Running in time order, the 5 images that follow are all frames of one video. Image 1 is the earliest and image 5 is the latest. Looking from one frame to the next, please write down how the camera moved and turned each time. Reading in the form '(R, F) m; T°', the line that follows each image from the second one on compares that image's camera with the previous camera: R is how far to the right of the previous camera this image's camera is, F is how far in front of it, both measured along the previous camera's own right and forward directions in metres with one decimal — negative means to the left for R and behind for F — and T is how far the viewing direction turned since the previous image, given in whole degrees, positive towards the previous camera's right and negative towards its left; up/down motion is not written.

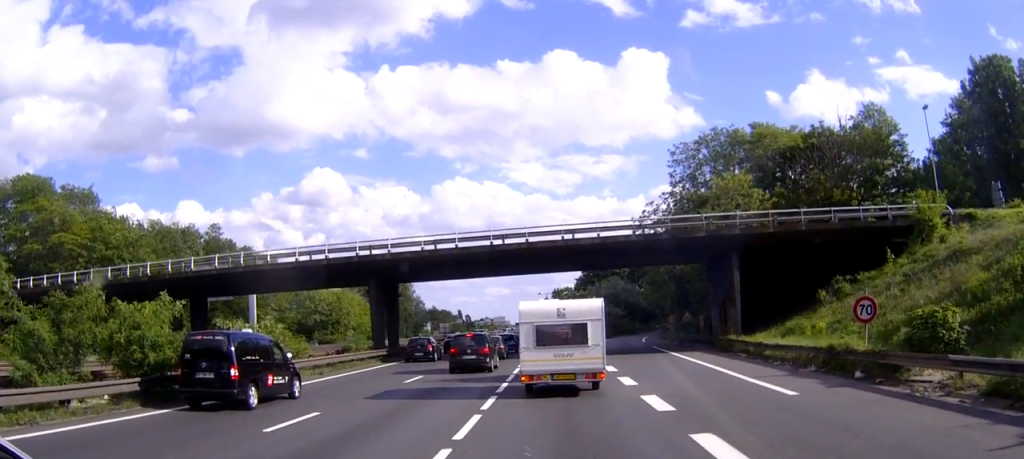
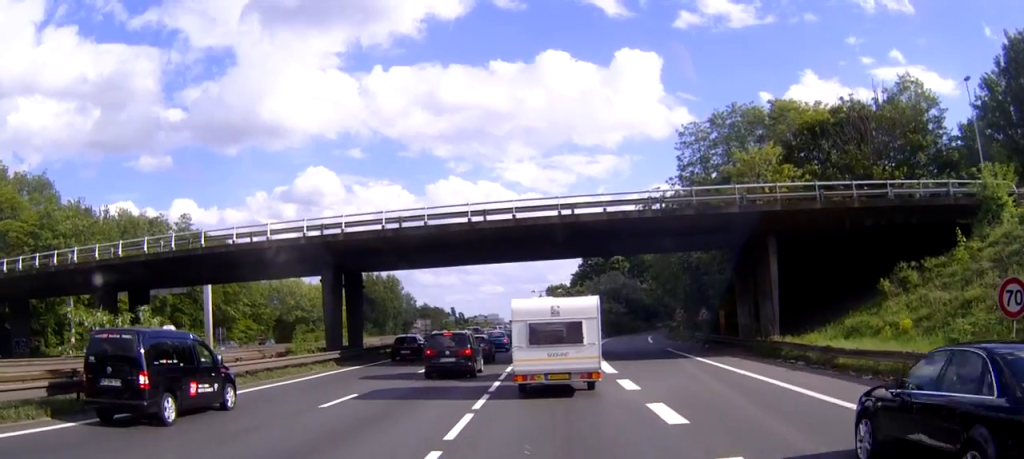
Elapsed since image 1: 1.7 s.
(-0.1, +8.2) m; -1°
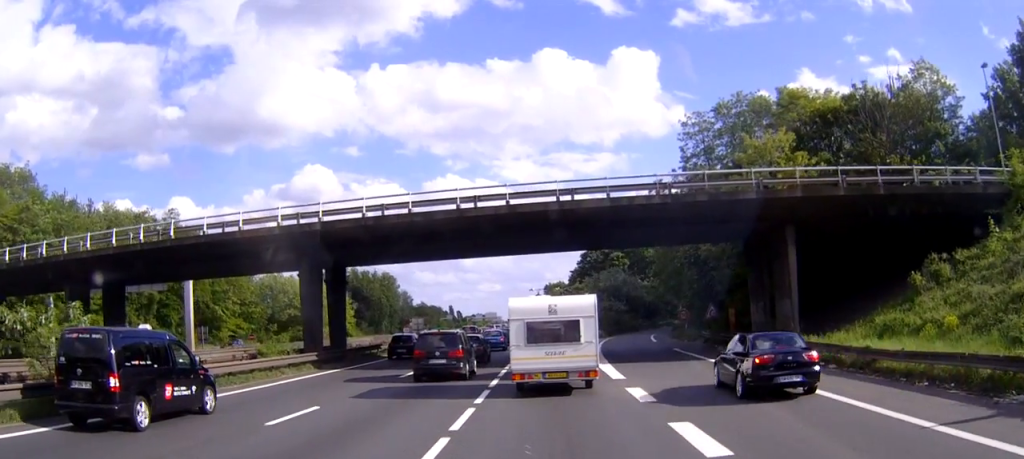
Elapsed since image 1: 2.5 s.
(0.0, +3.0) m; +1°
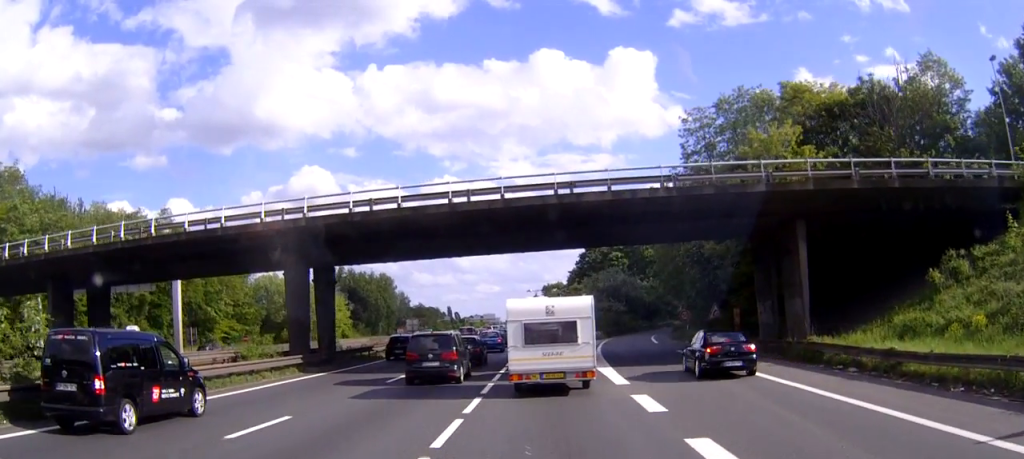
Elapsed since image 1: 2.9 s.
(0.0, +1.7) m; +1°
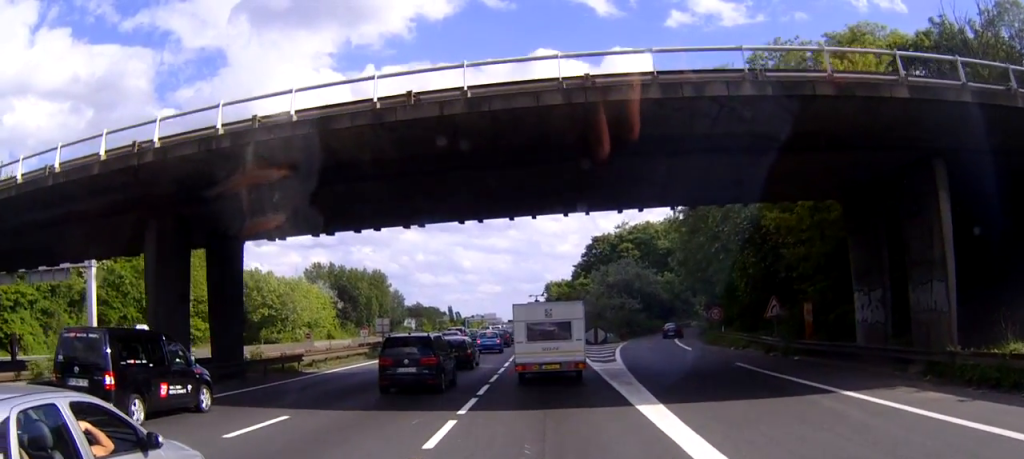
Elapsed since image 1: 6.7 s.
(-0.4, +12.4) m; -4°
